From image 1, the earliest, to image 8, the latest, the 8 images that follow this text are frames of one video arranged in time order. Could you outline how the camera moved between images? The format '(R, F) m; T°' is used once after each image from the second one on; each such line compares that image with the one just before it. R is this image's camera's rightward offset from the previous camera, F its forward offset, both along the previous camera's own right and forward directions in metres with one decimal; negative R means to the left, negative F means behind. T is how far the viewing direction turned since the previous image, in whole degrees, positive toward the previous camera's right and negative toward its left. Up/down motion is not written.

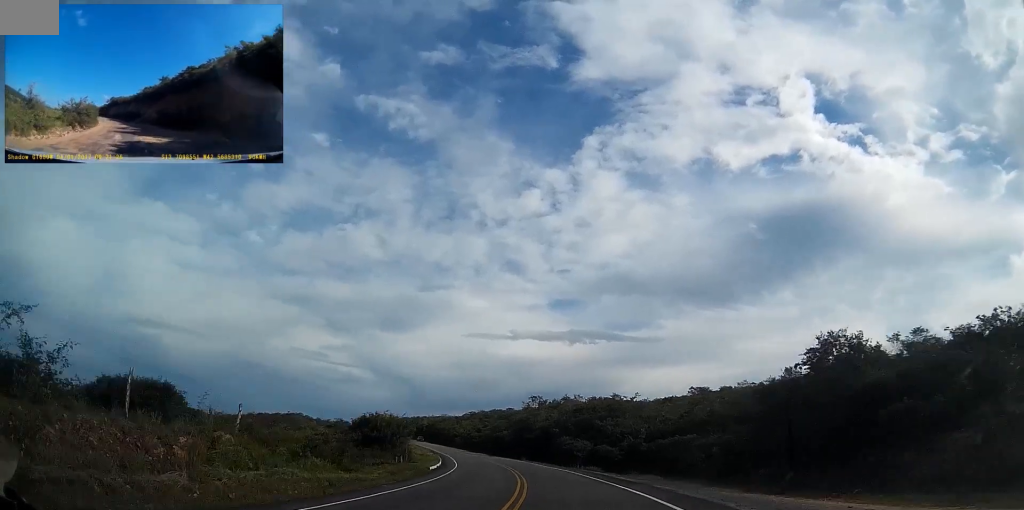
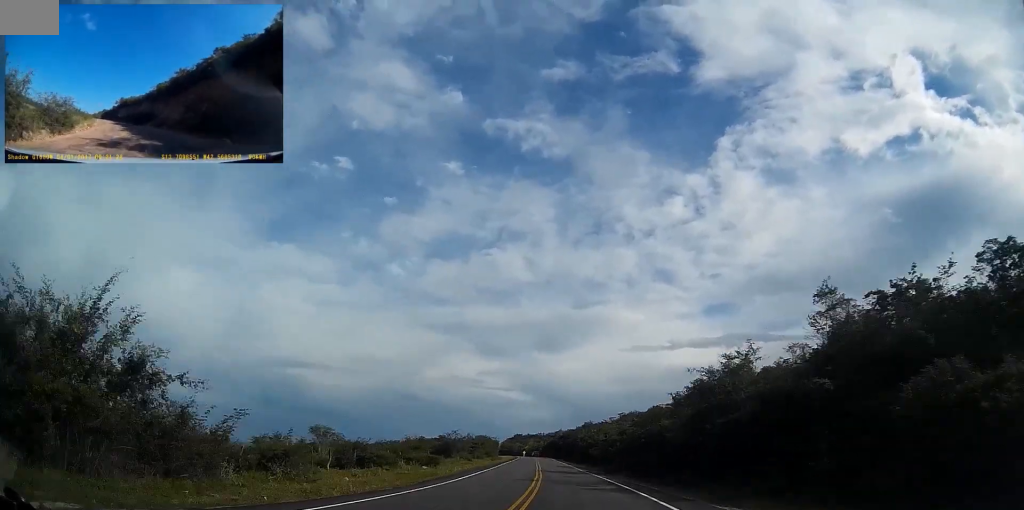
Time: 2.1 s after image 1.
(-8.2, +54.8) m; -16°
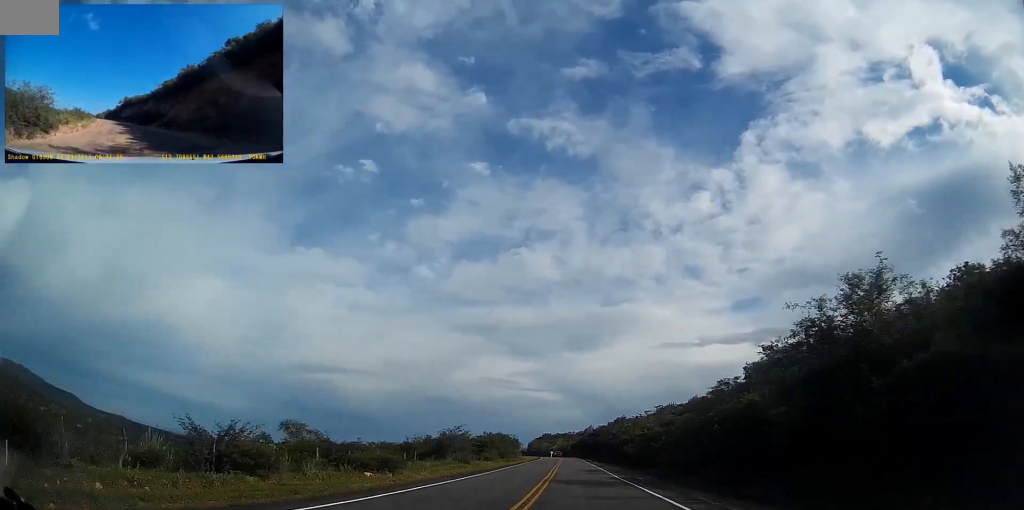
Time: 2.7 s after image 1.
(-0.6, +17.1) m; -4°
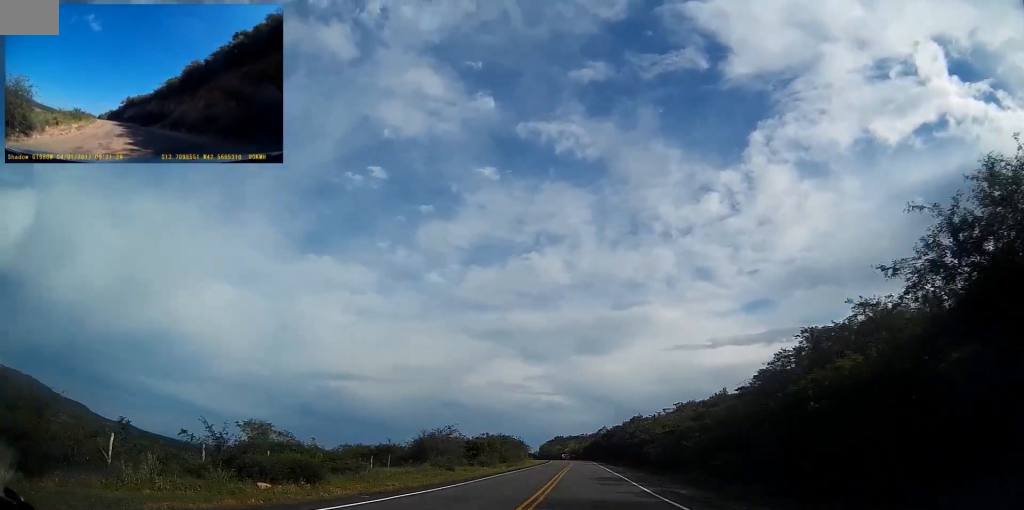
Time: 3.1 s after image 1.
(-0.2, +10.7) m; -2°
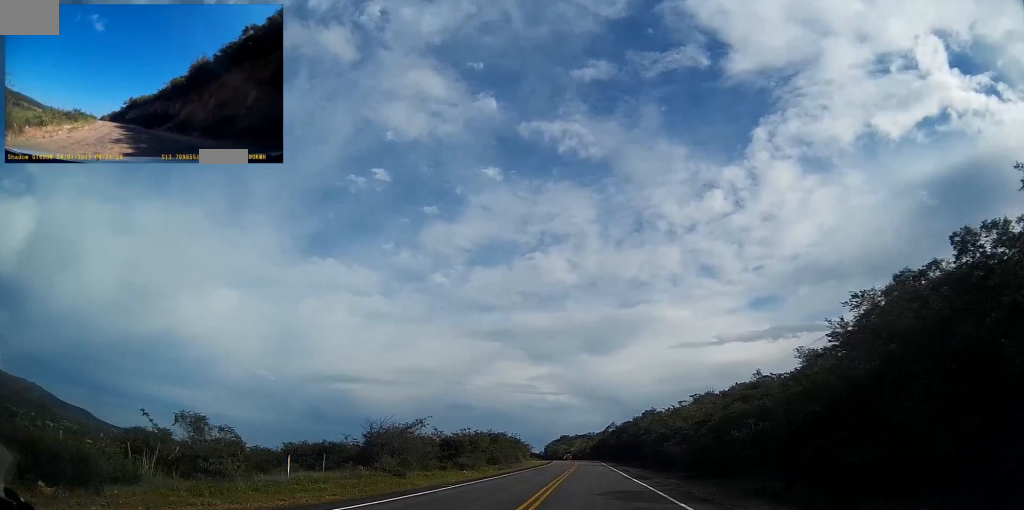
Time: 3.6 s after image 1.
(-0.1, +12.8) m; -2°
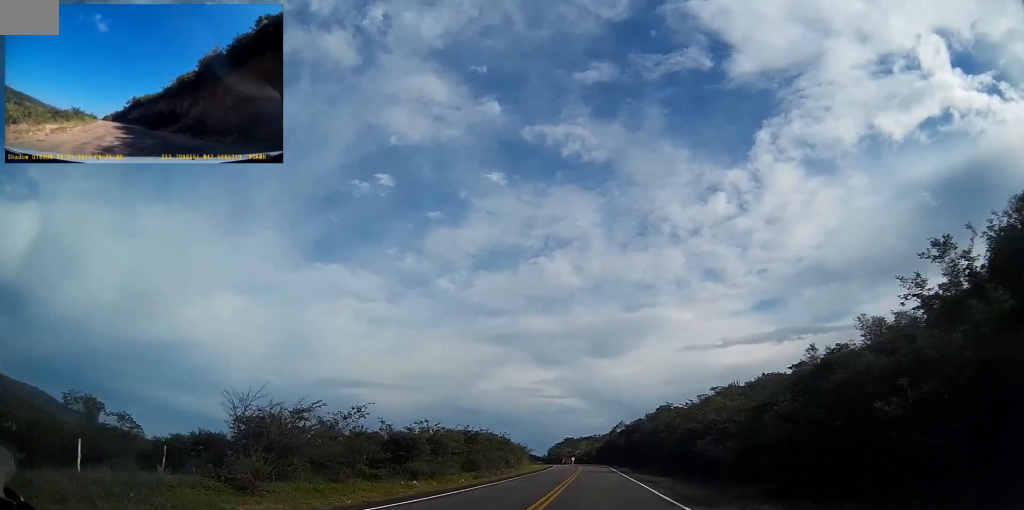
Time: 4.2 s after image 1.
(-0.7, +15.0) m; -2°
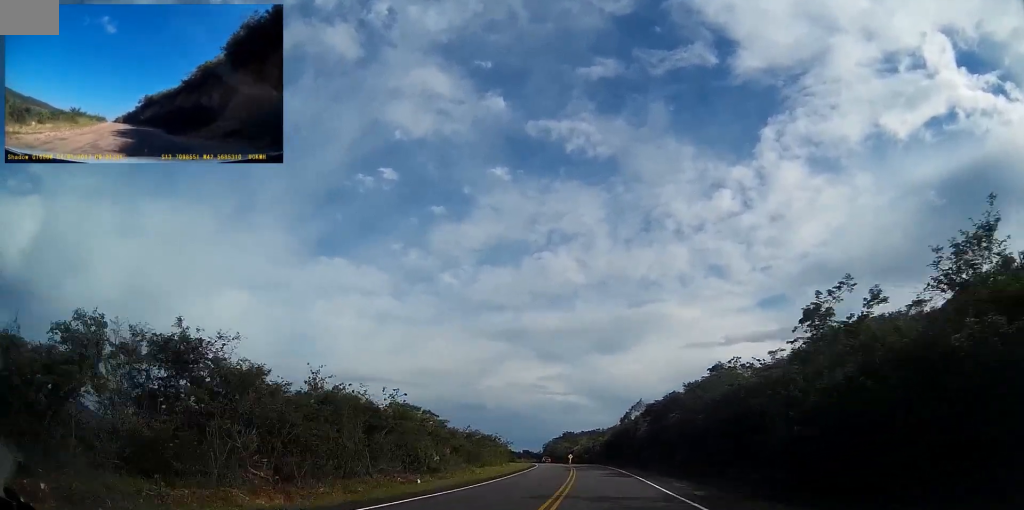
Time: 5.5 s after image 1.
(-1.0, +36.1) m; -2°
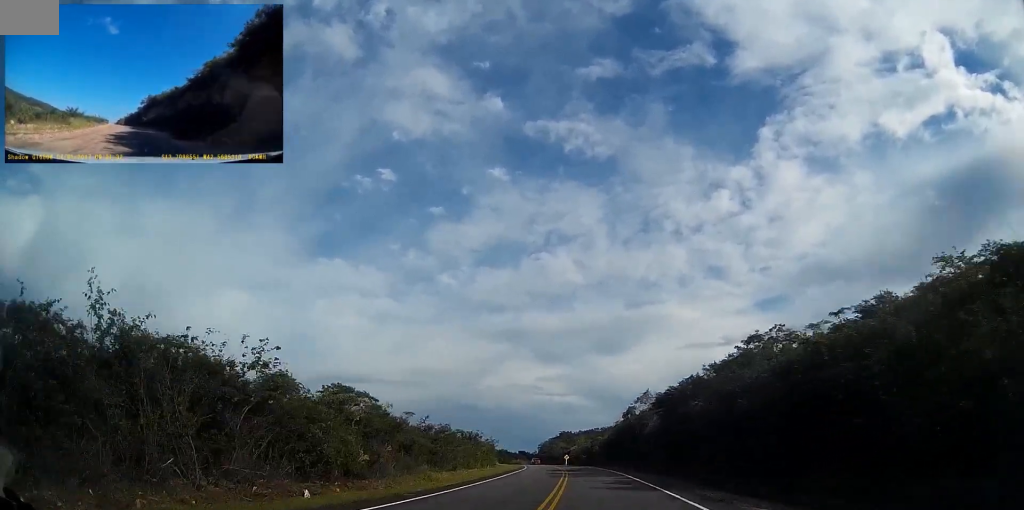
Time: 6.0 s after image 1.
(0.0, +13.6) m; 0°
